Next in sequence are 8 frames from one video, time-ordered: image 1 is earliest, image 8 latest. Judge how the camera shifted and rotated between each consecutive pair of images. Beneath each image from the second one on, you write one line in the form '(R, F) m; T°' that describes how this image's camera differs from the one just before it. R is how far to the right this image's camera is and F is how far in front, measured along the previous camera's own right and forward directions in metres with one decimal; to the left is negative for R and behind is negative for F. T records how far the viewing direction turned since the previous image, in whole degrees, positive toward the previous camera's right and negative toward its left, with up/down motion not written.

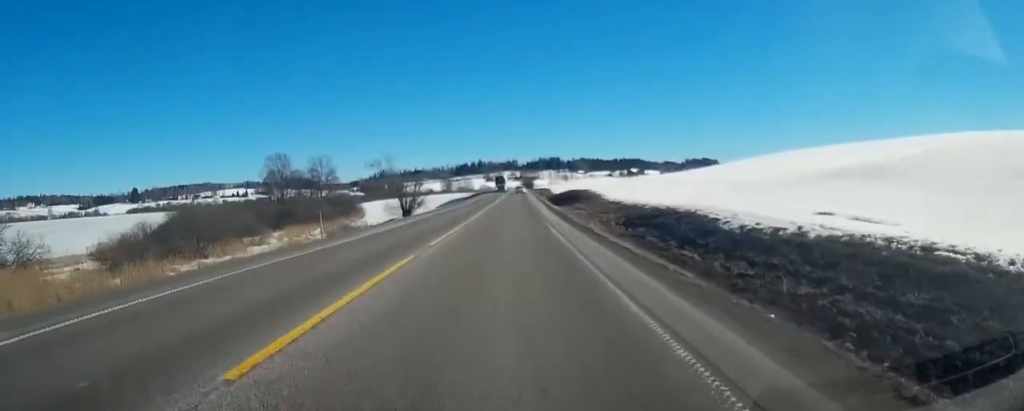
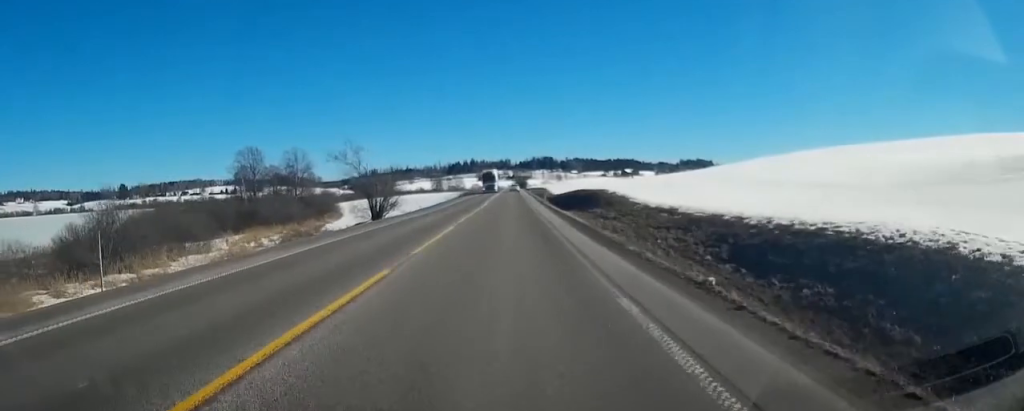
(+0.2, +15.1) m; +1°
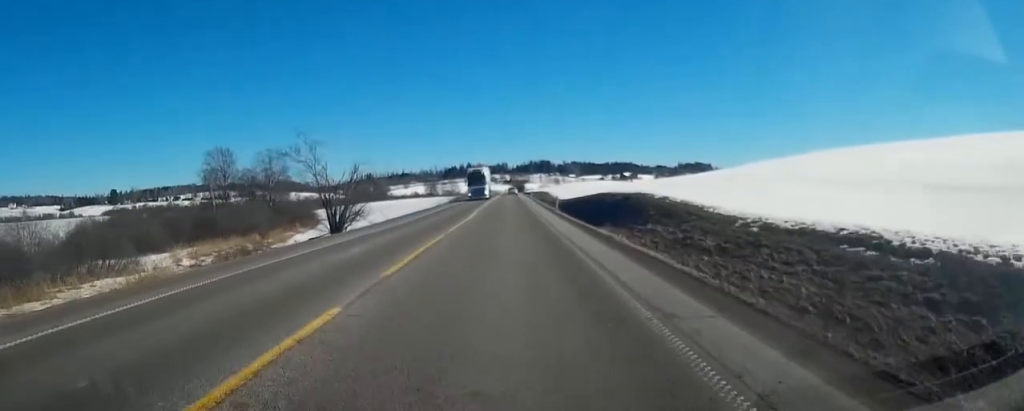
(+0.1, +15.8) m; 0°
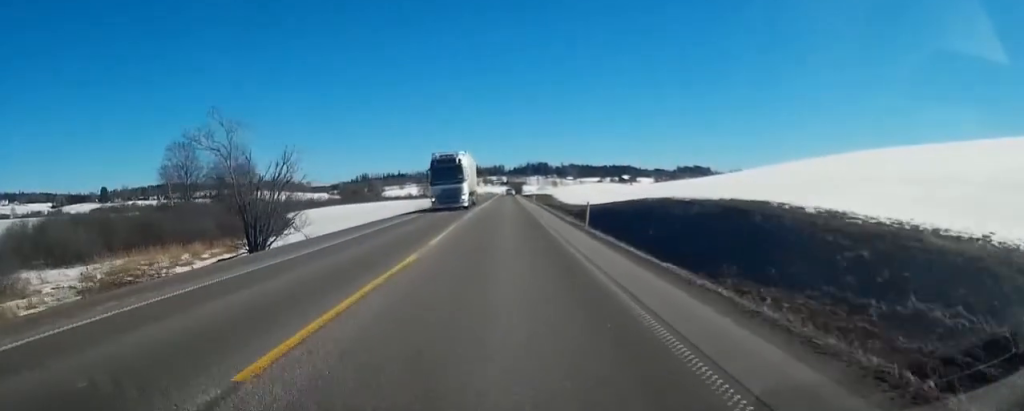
(-0.1, +17.2) m; -1°
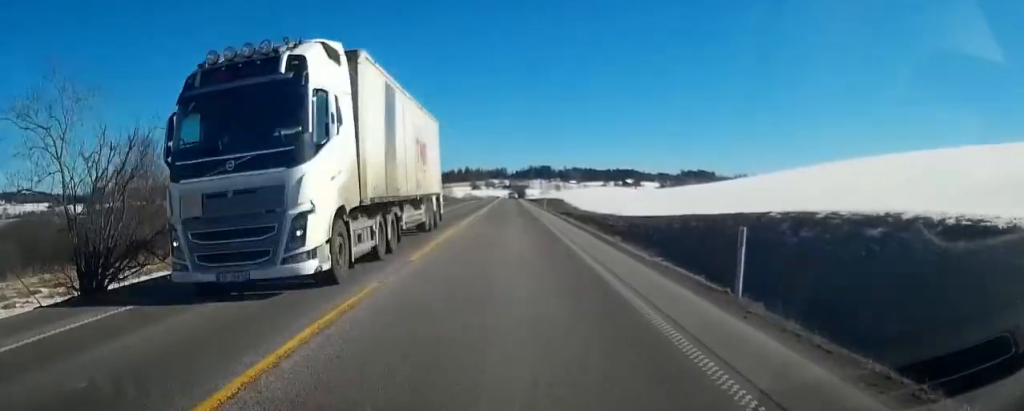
(-0.3, +16.6) m; 0°
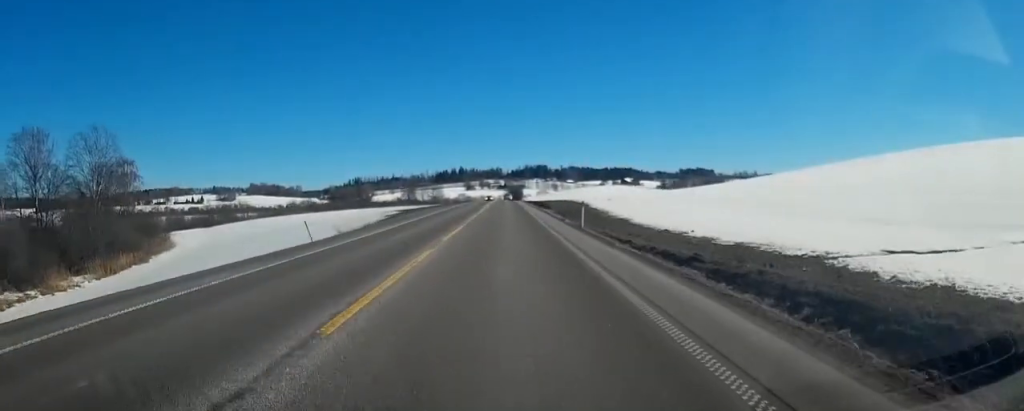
(+0.6, +30.4) m; +2°
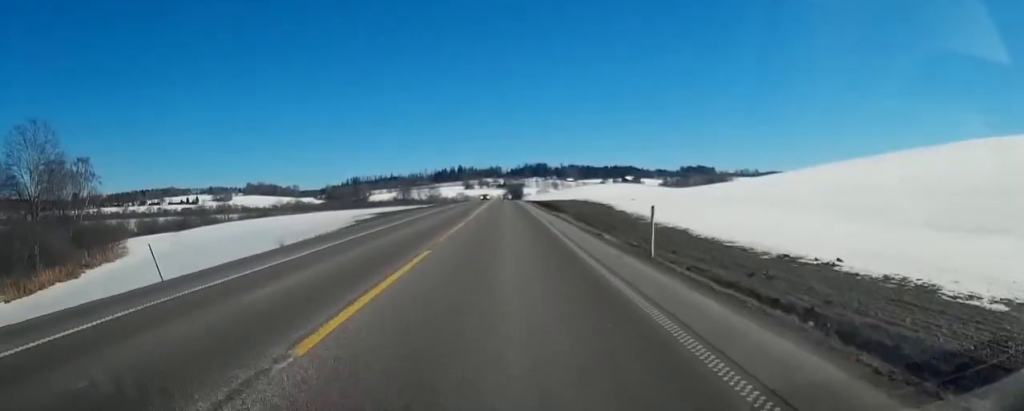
(+0.2, +13.2) m; +1°
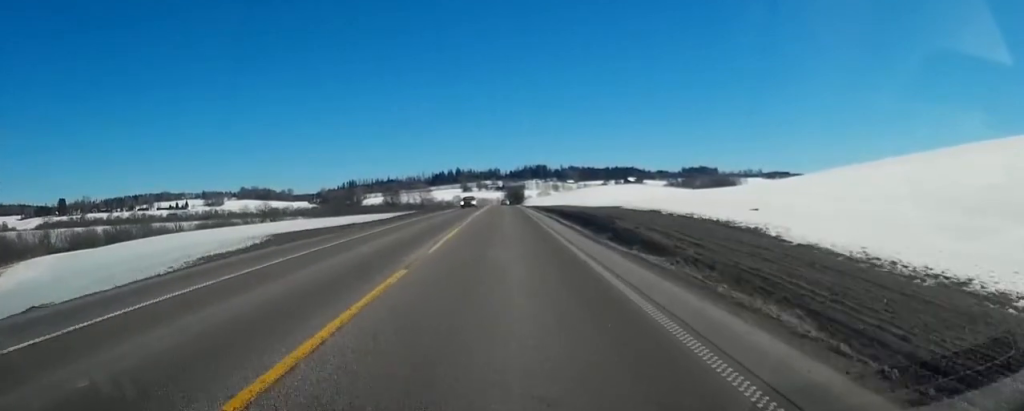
(+0.1, +27.6) m; +1°
